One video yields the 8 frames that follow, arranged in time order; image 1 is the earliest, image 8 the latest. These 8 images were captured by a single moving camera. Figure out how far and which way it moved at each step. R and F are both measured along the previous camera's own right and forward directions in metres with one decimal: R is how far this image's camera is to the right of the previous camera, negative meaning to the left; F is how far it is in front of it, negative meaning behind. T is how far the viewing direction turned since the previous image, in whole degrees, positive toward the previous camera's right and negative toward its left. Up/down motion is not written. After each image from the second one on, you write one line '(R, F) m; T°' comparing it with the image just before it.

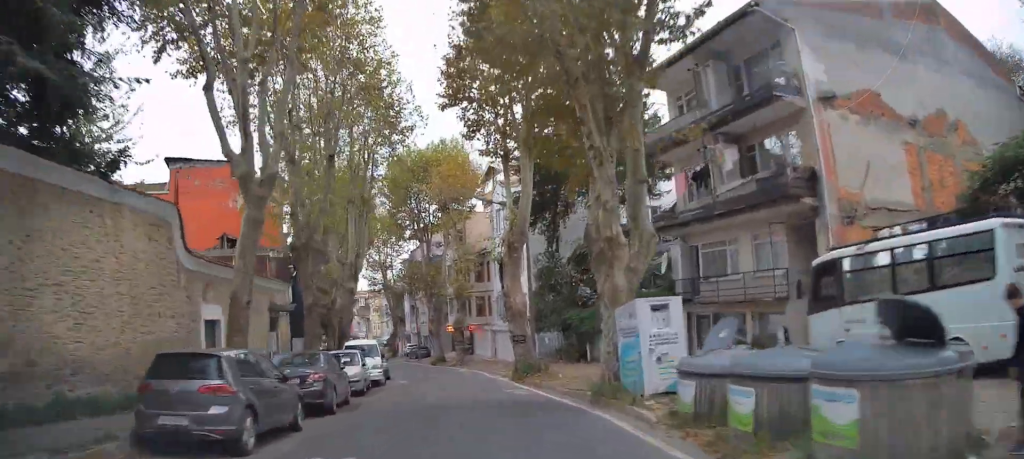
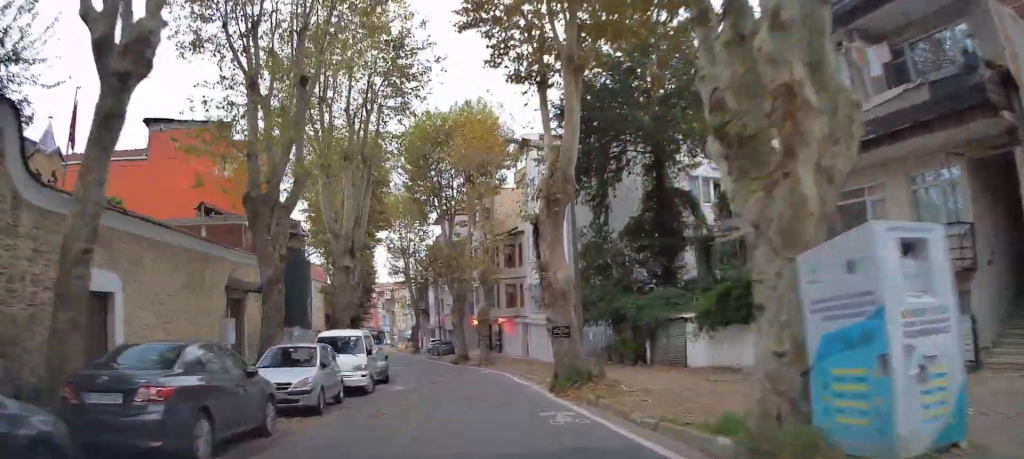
(-0.2, +7.2) m; -2°
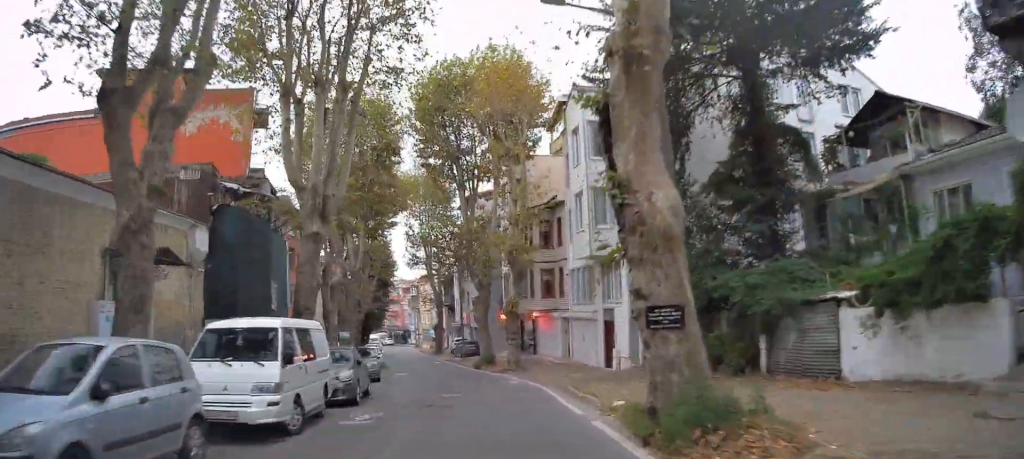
(-0.2, +8.6) m; -3°
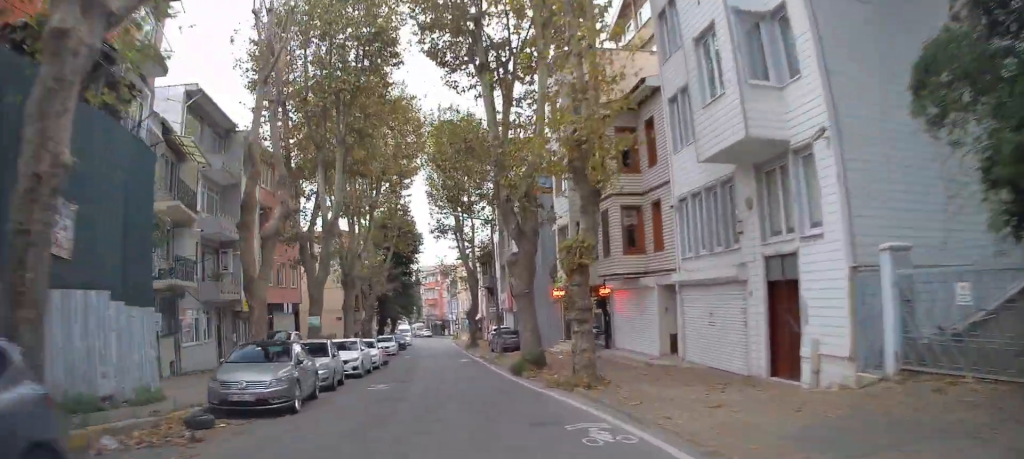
(-0.8, +14.1) m; -7°
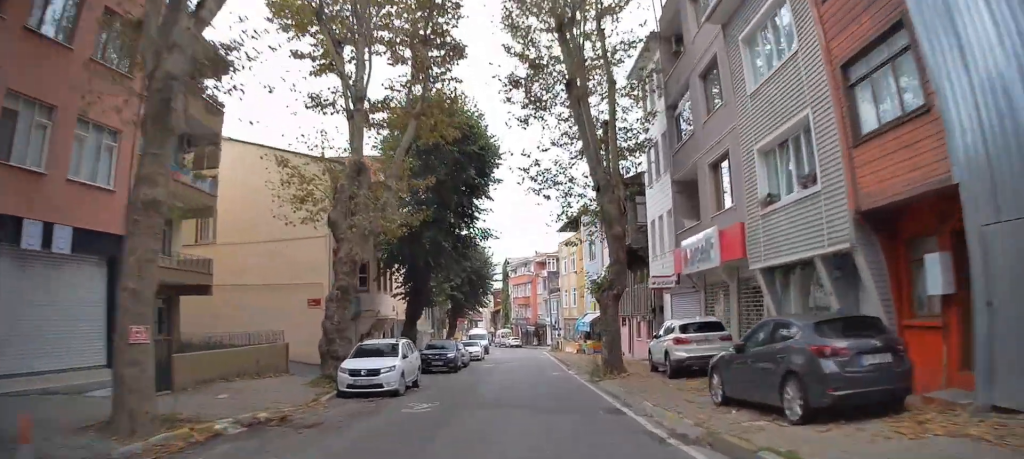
(-2.3, +29.4) m; -5°
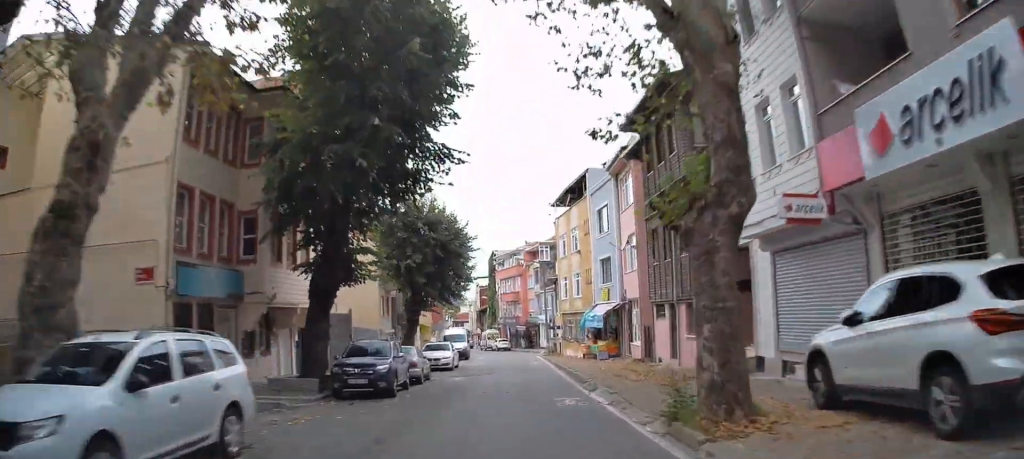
(0.0, +11.7) m; 0°
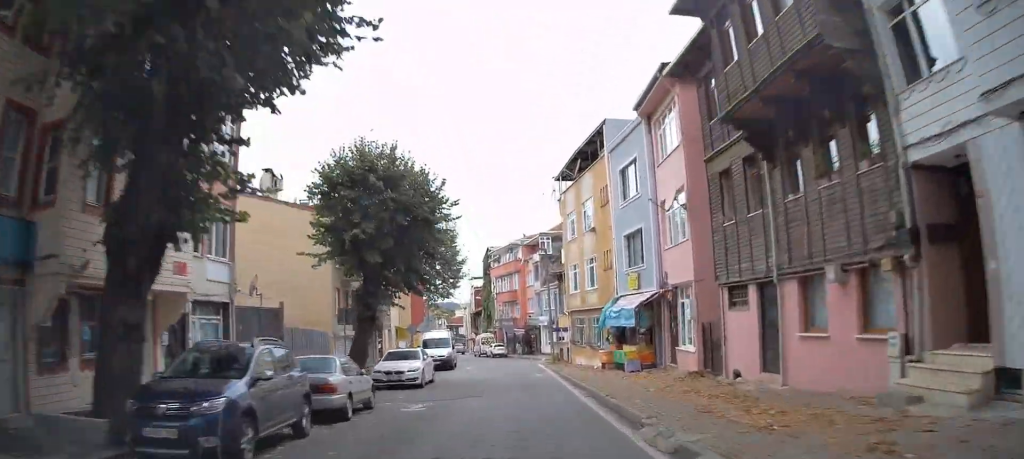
(-0.1, +8.8) m; 0°
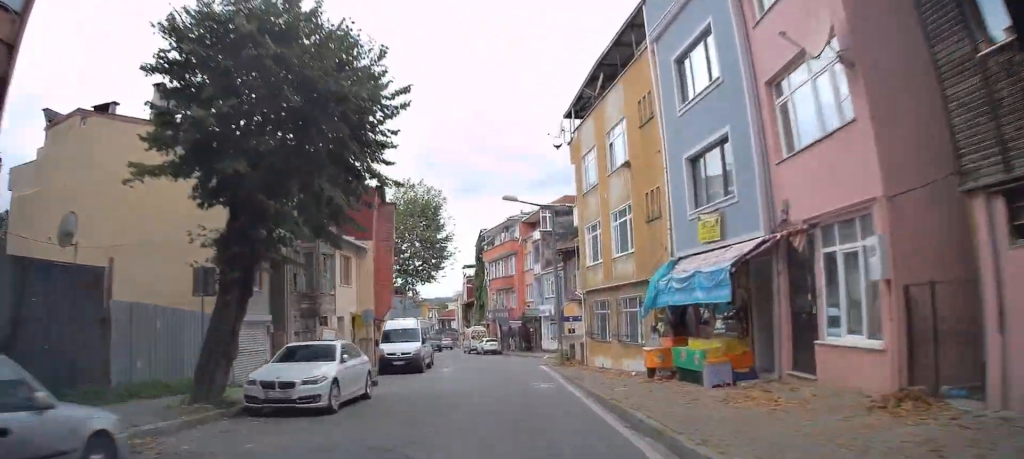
(+0.3, +9.9) m; 0°
